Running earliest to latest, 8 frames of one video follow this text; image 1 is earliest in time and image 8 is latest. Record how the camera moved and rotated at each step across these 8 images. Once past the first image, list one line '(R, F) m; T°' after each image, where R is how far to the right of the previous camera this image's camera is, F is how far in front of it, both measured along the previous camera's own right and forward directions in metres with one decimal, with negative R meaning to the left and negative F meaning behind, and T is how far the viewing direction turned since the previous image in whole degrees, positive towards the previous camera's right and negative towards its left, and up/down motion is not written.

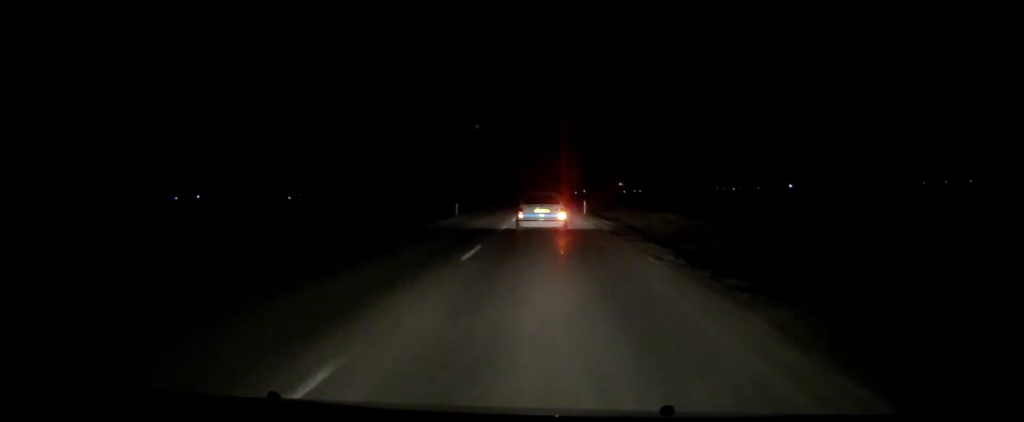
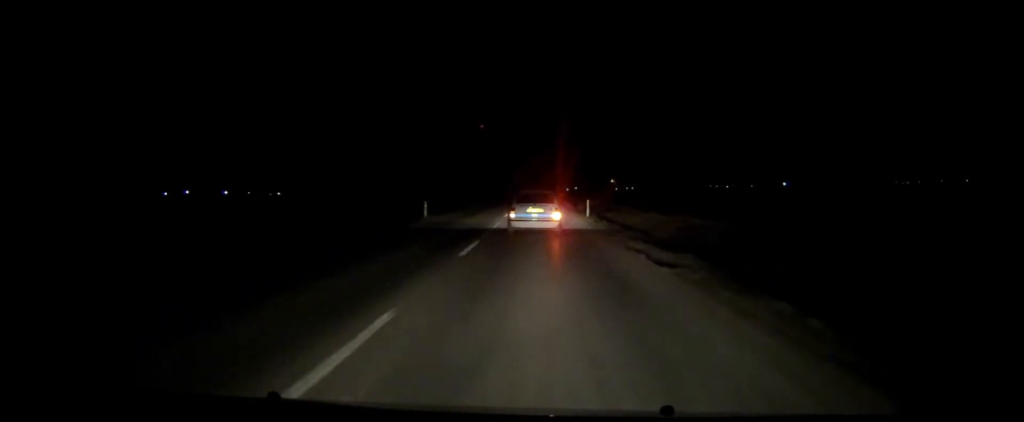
(0.0, +8.3) m; 0°
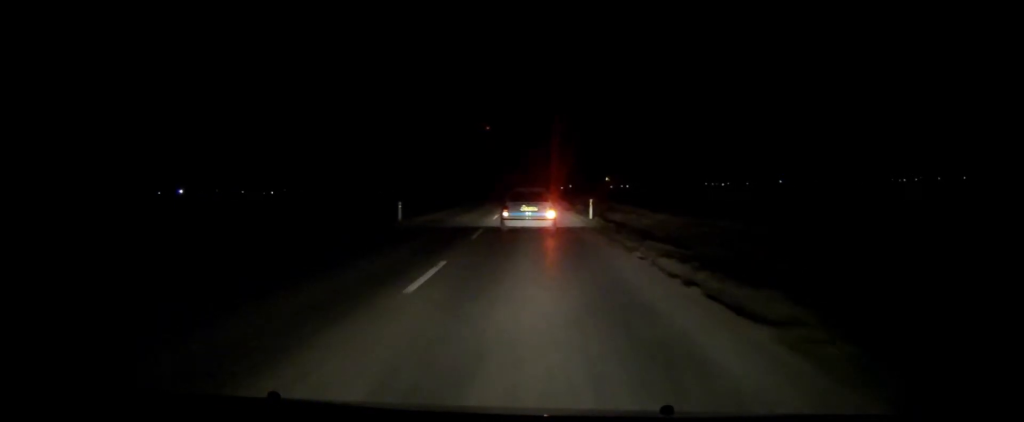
(0.0, +4.6) m; 0°
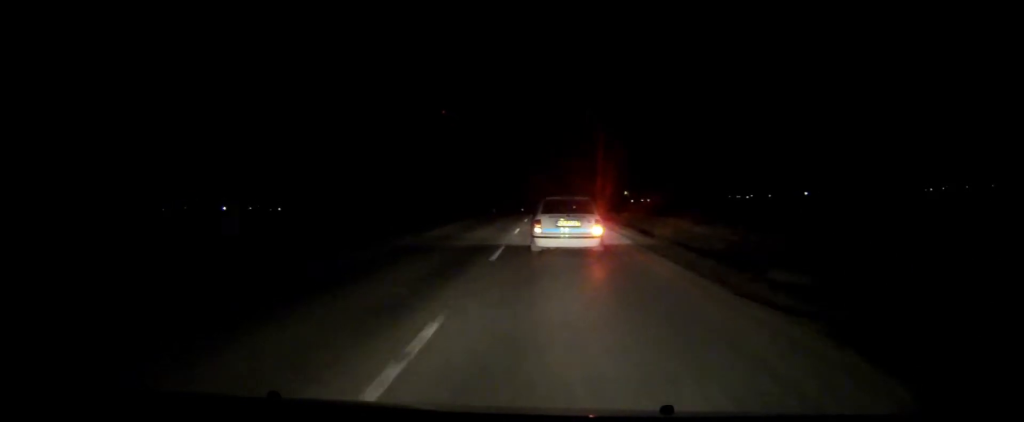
(-0.4, +36.3) m; -2°
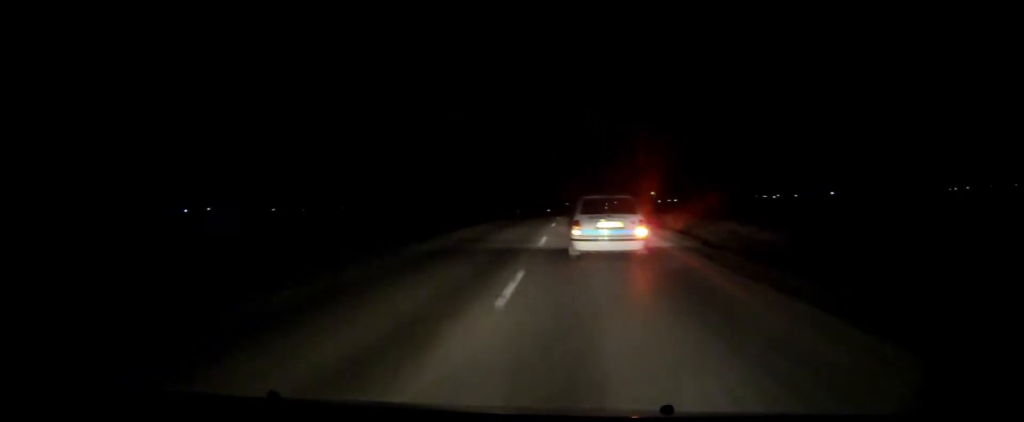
(-0.1, +6.7) m; -1°
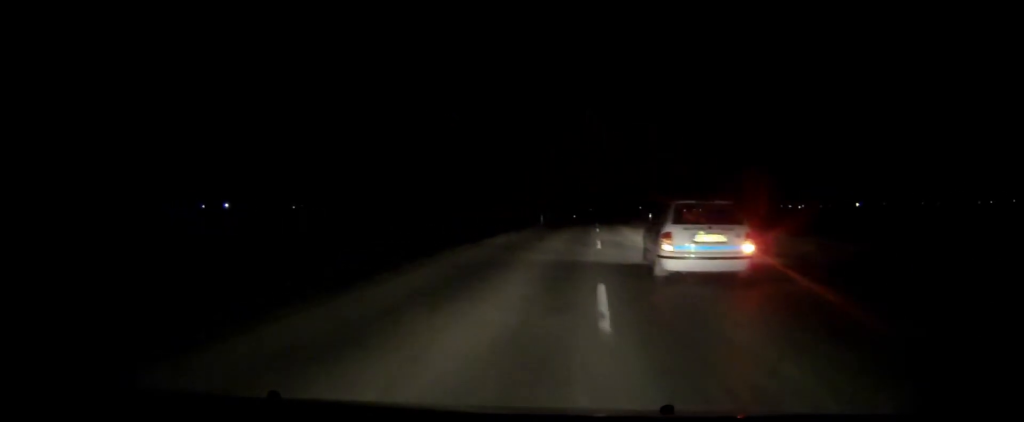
(-0.1, +12.7) m; -1°
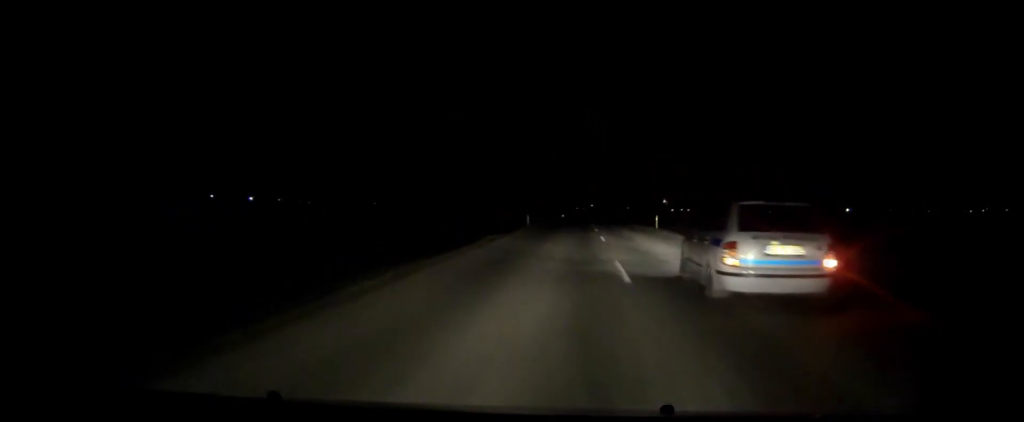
(0.0, +8.8) m; 0°
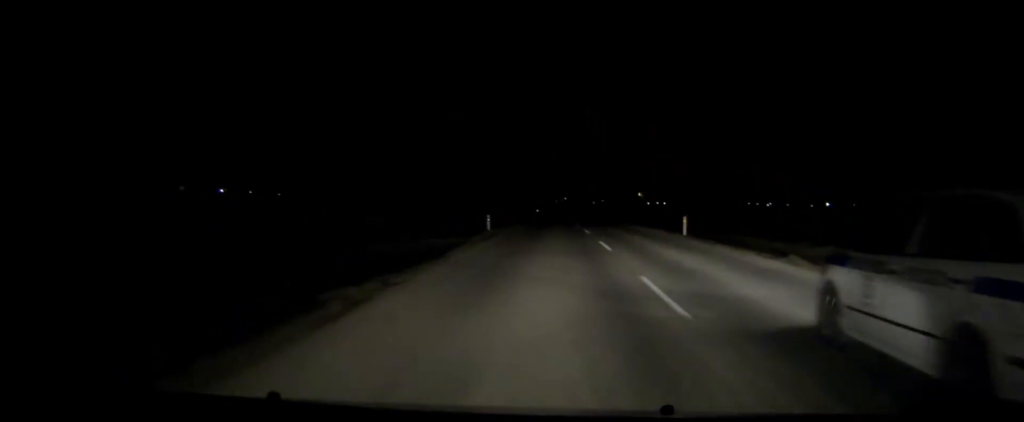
(+0.2, +16.5) m; +1°
